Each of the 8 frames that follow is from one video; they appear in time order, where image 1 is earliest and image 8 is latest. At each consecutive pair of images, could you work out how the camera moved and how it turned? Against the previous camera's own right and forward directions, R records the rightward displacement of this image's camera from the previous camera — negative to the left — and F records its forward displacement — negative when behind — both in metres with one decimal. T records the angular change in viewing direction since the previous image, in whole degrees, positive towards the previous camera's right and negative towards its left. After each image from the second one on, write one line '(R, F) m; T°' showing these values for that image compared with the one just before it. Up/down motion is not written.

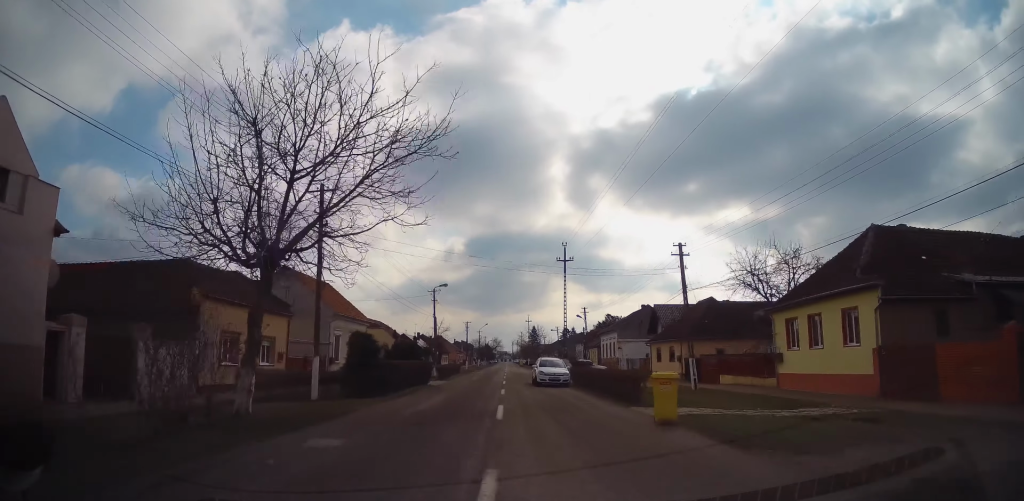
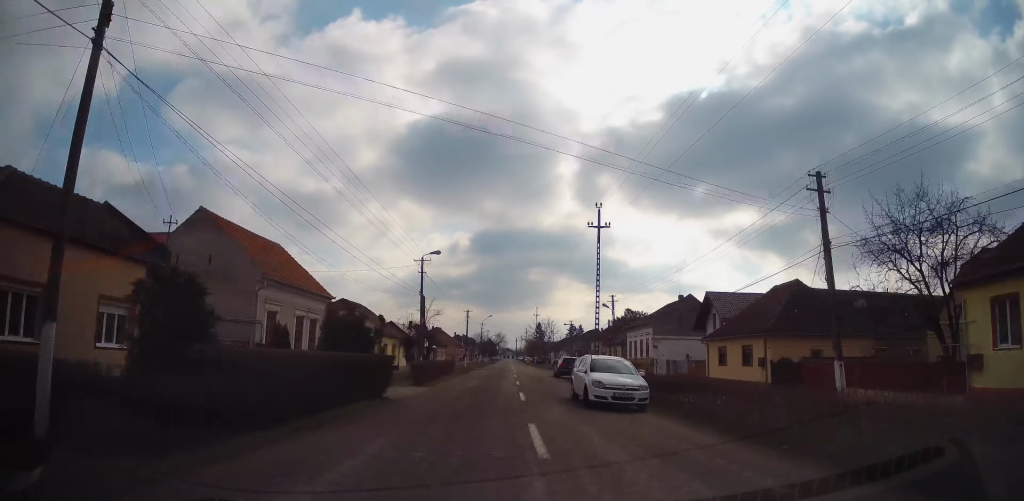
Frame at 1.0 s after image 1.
(-0.2, +13.4) m; +1°
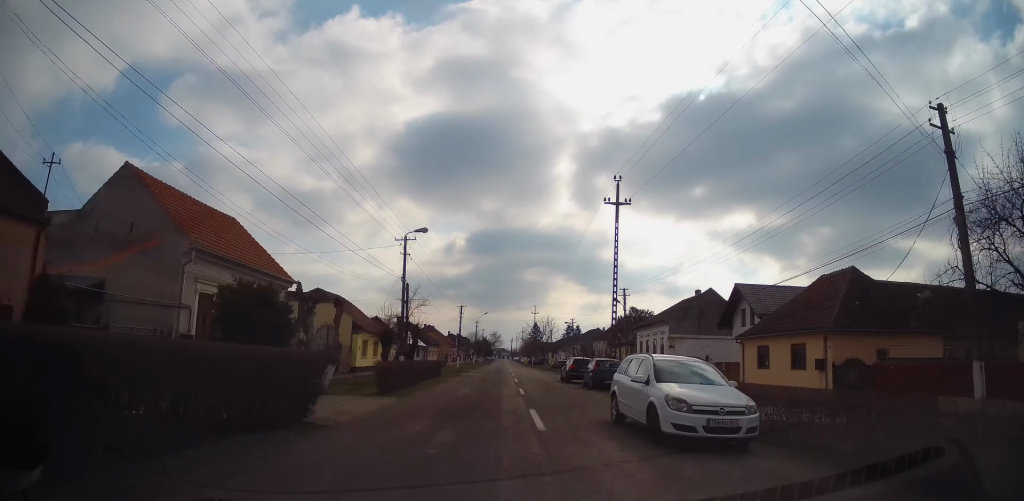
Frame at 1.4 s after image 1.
(+0.1, +6.5) m; +1°
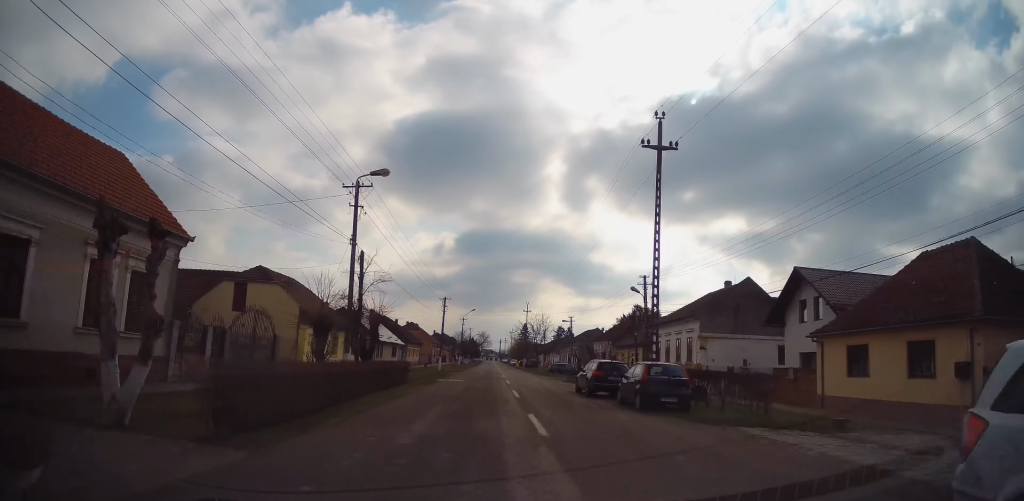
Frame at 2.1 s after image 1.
(+0.1, +9.8) m; +1°
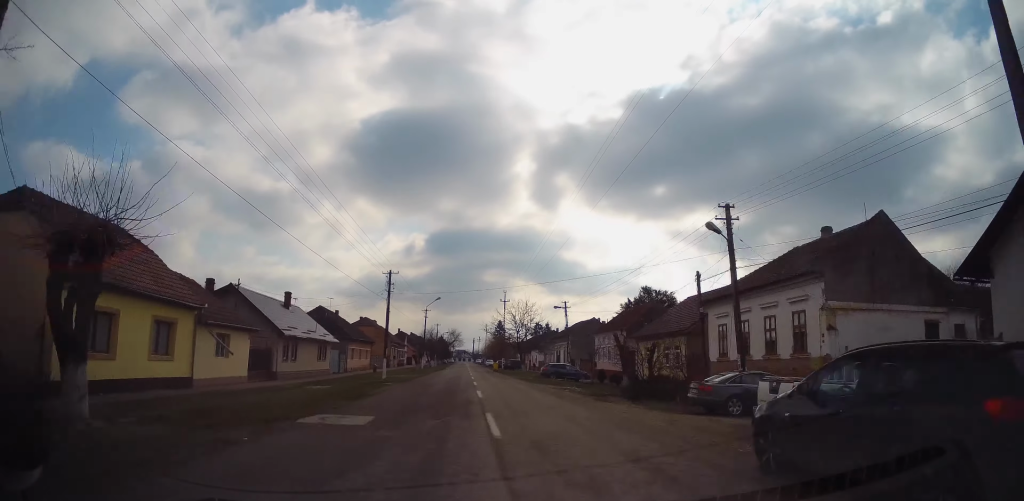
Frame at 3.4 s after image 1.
(+0.3, +18.4) m; +2°
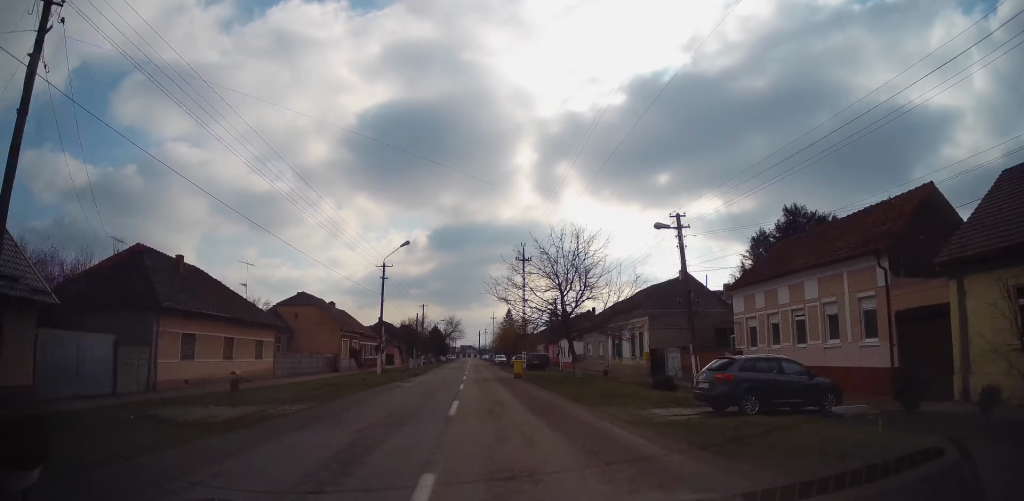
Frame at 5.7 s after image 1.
(0.0, +32.8) m; 0°
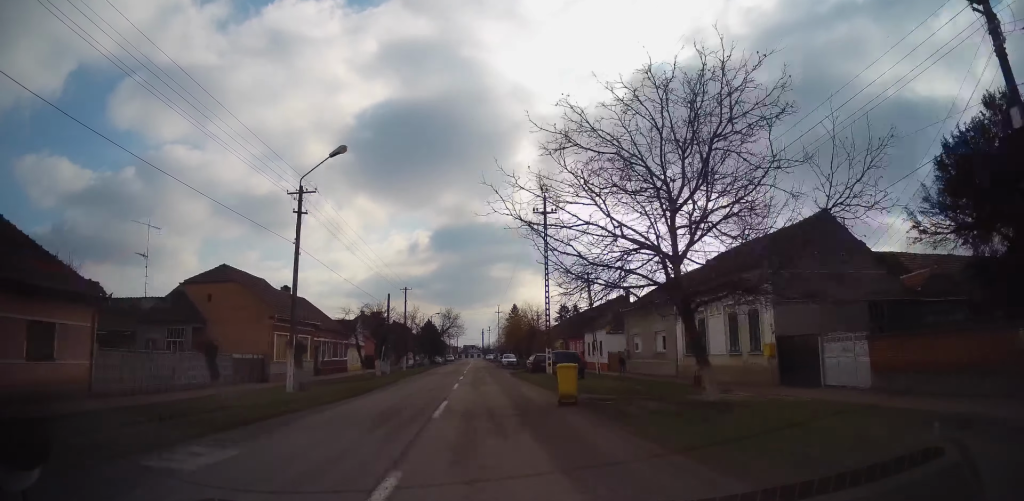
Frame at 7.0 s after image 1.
(+0.1, +18.0) m; -1°
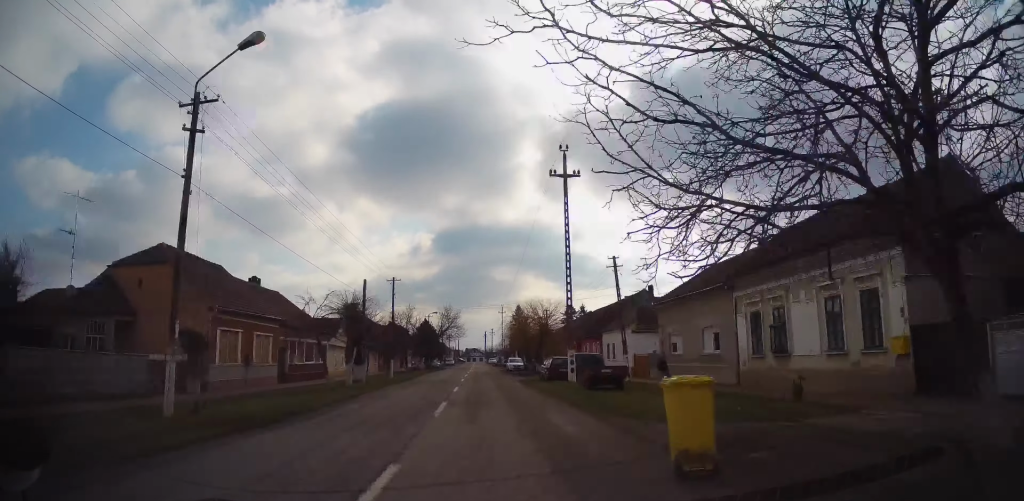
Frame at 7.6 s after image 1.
(-0.2, +8.3) m; -1°
